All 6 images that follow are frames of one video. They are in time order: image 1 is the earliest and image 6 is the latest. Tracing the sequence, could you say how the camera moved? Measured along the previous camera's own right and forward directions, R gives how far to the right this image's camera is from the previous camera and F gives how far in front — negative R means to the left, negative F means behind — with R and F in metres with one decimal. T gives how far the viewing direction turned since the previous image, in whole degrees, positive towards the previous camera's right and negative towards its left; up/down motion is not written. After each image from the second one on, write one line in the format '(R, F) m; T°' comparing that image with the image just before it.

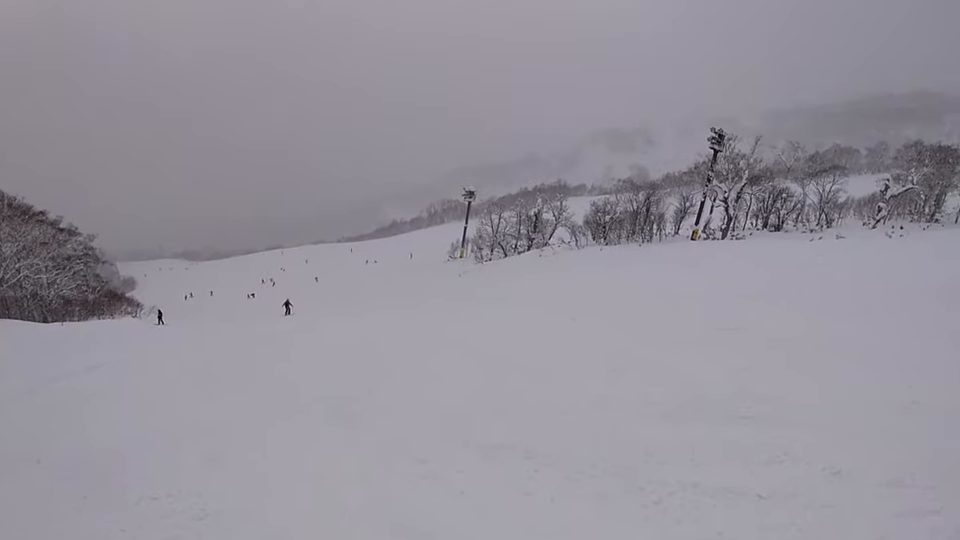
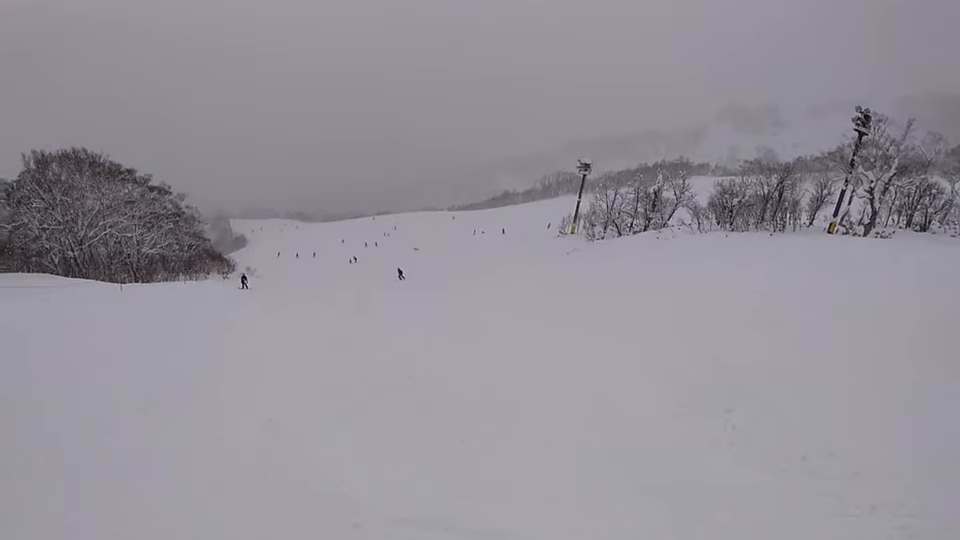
(+0.1, +5.4) m; -13°
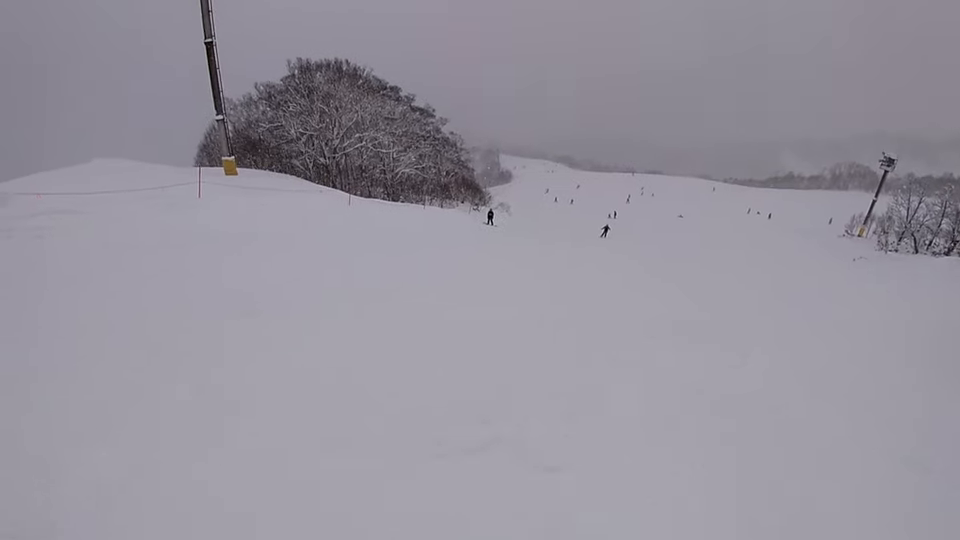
(-0.9, +4.7) m; -26°
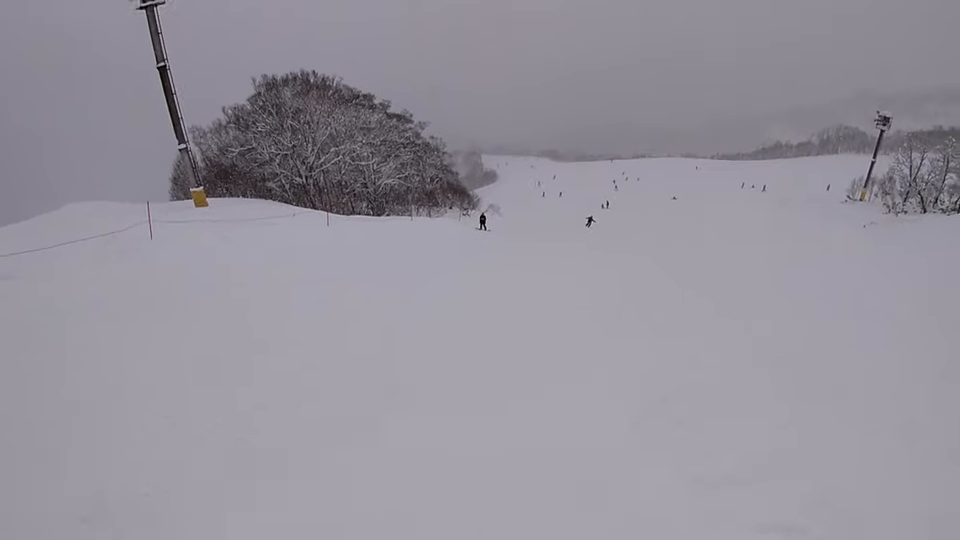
(-0.7, +2.9) m; -5°
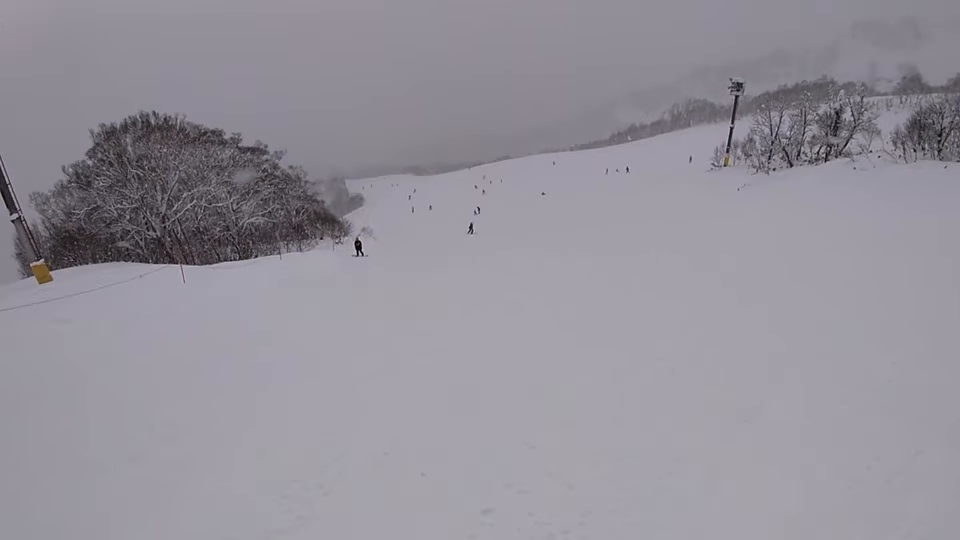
(0.0, +2.7) m; +7°
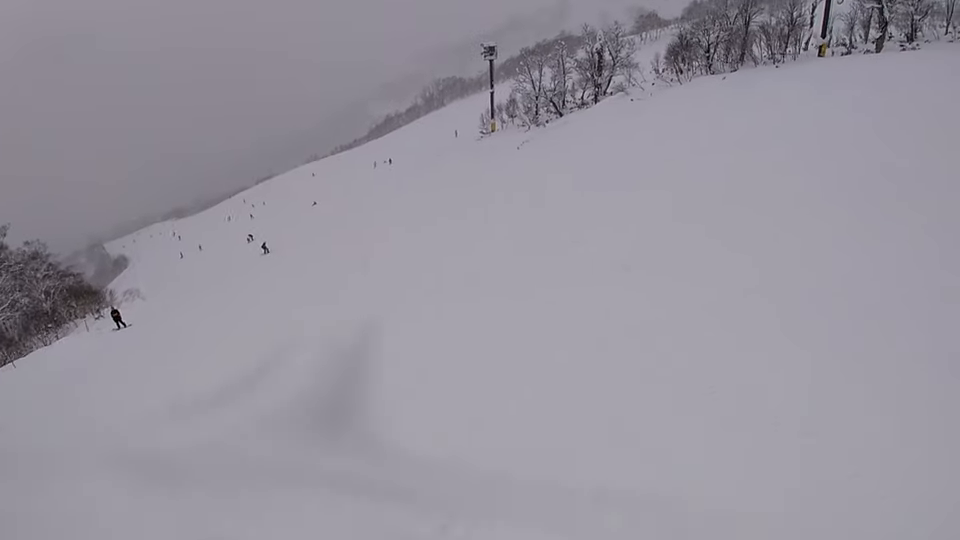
(+0.4, +4.7) m; +19°
